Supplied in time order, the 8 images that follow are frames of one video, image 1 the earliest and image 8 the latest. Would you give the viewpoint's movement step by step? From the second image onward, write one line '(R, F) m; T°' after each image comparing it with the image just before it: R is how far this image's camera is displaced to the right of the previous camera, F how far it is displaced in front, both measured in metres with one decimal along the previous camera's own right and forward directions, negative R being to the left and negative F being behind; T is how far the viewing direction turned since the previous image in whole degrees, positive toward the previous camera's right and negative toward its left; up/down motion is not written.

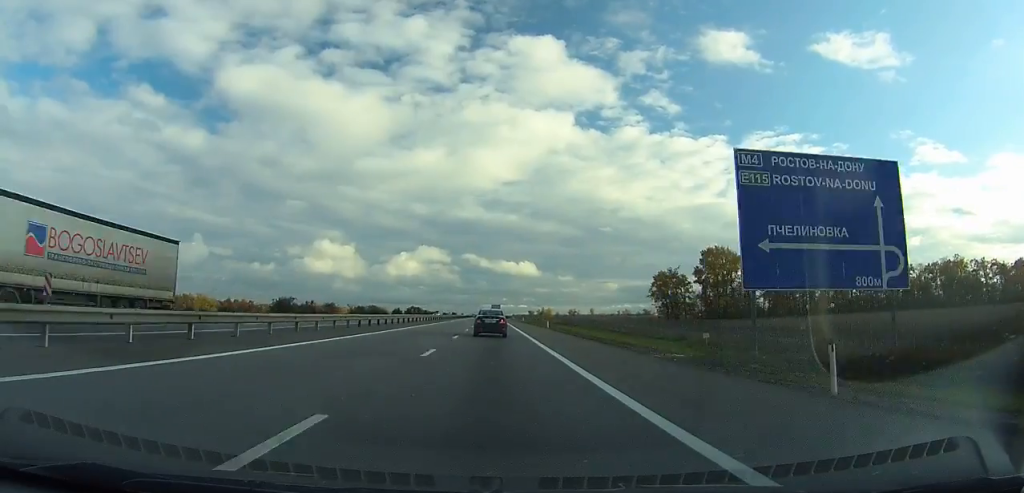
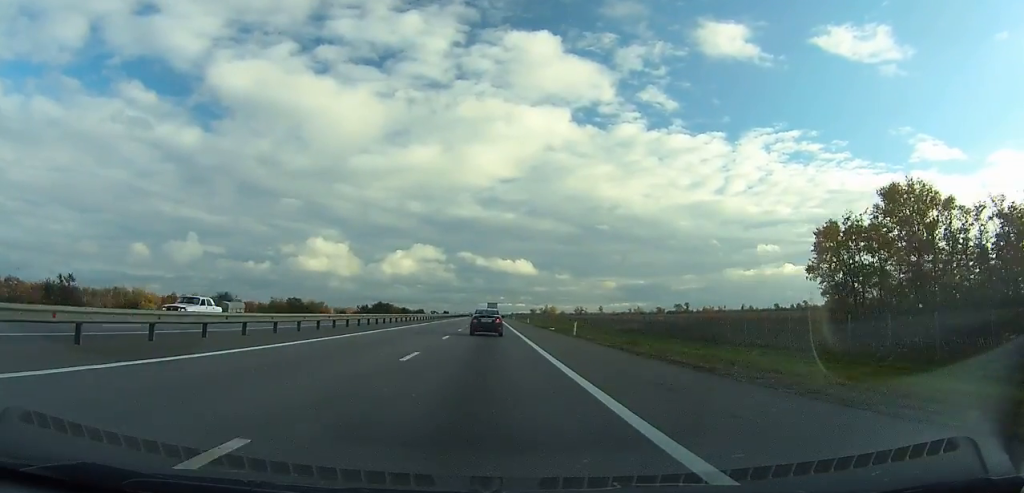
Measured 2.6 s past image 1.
(+0.1, +74.8) m; 0°
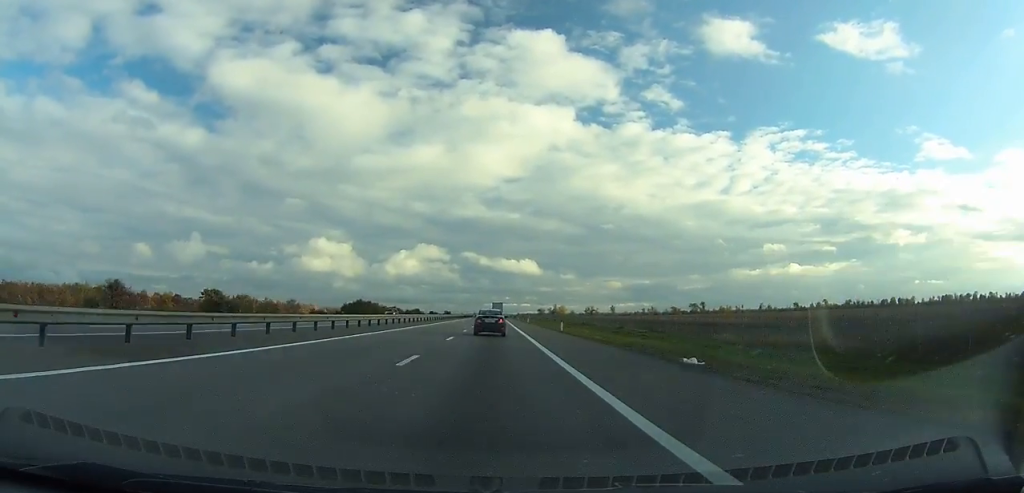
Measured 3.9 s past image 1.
(-0.1, +37.3) m; 0°
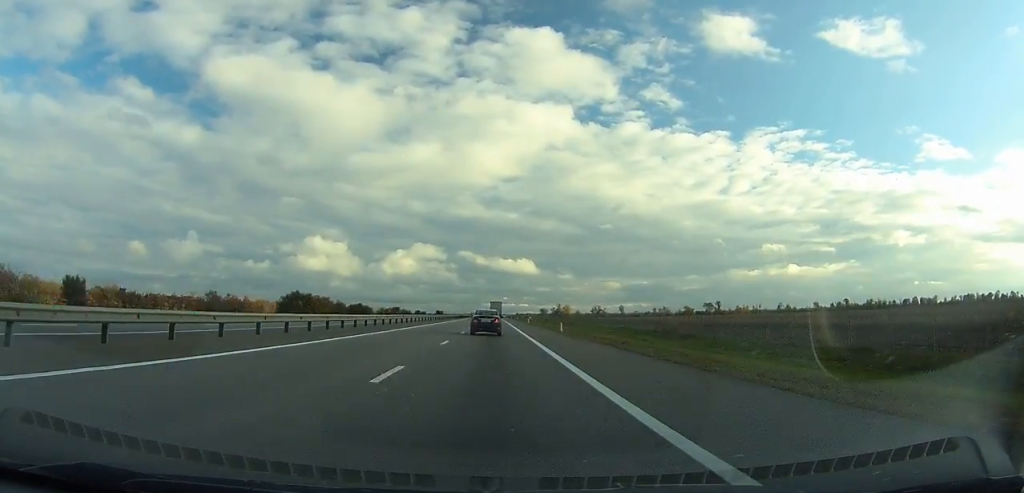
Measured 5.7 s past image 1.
(-0.2, +51.8) m; 0°
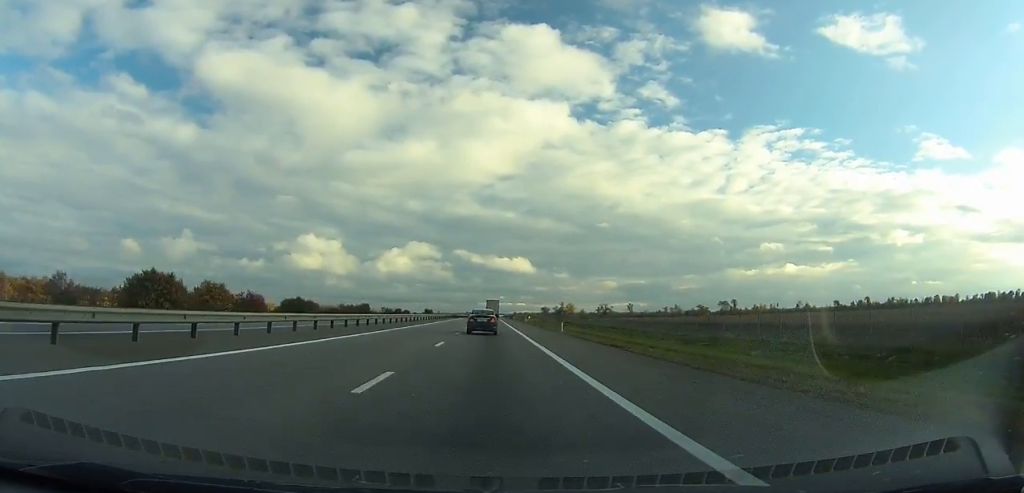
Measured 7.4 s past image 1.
(+0.2, +49.4) m; 0°
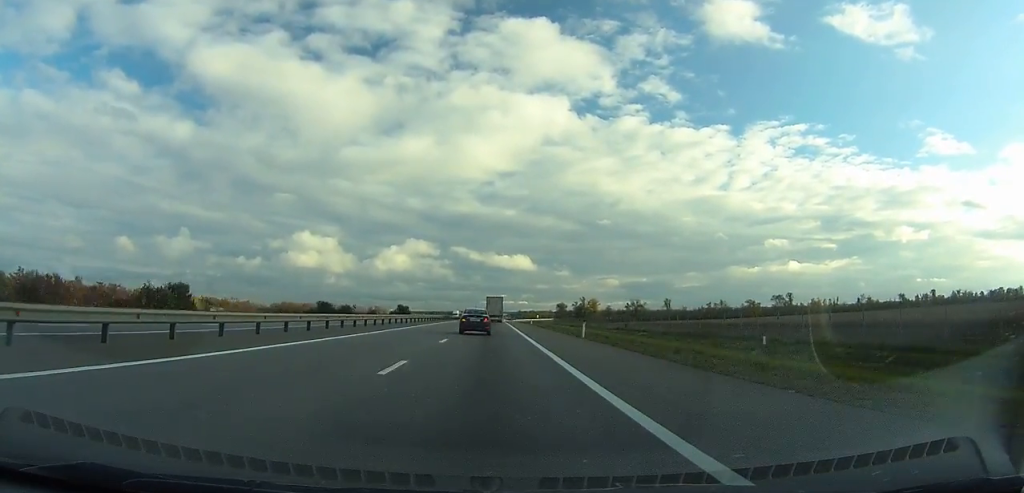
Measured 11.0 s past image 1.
(+0.1, +105.6) m; 0°
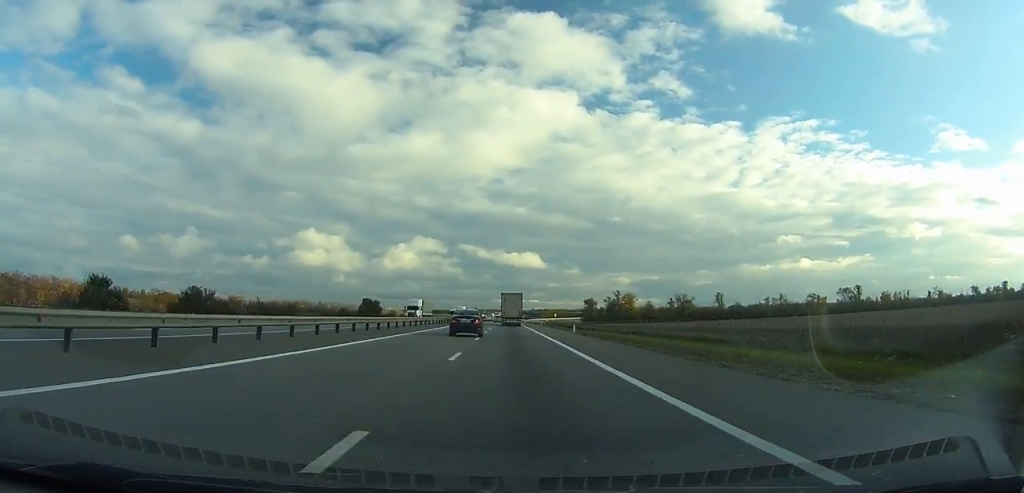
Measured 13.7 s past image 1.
(-0.3, +80.6) m; -1°
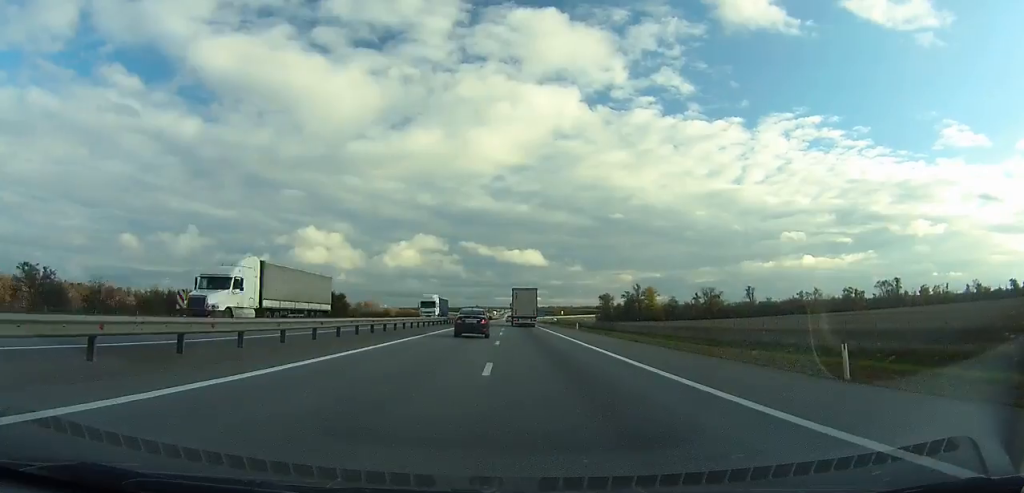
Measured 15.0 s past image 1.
(0.0, +39.1) m; 0°
